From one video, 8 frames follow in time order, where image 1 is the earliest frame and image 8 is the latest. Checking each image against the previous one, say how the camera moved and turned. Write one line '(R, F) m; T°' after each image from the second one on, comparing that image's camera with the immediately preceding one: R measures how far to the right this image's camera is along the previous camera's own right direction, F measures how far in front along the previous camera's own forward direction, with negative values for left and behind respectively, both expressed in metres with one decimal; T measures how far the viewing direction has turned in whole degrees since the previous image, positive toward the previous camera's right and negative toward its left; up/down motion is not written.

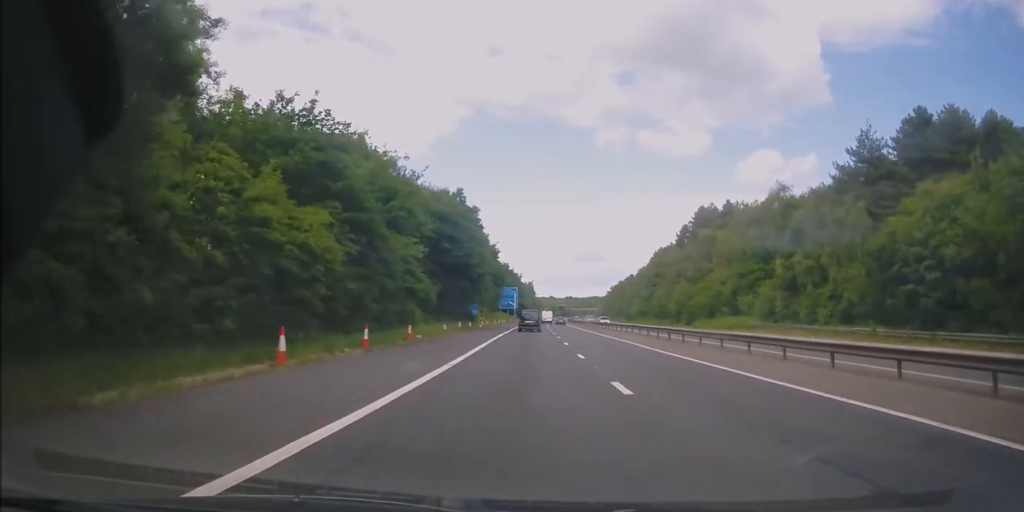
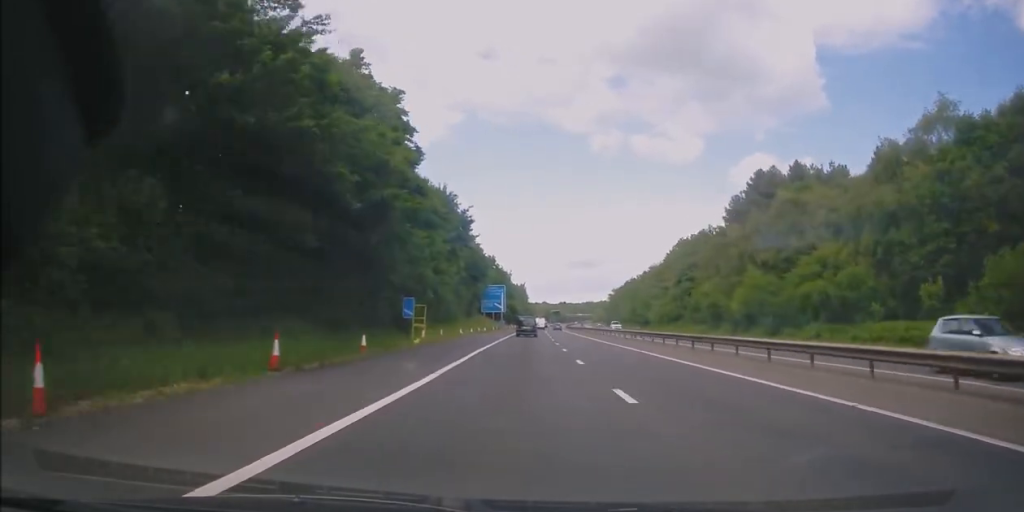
(+0.1, +37.4) m; 0°
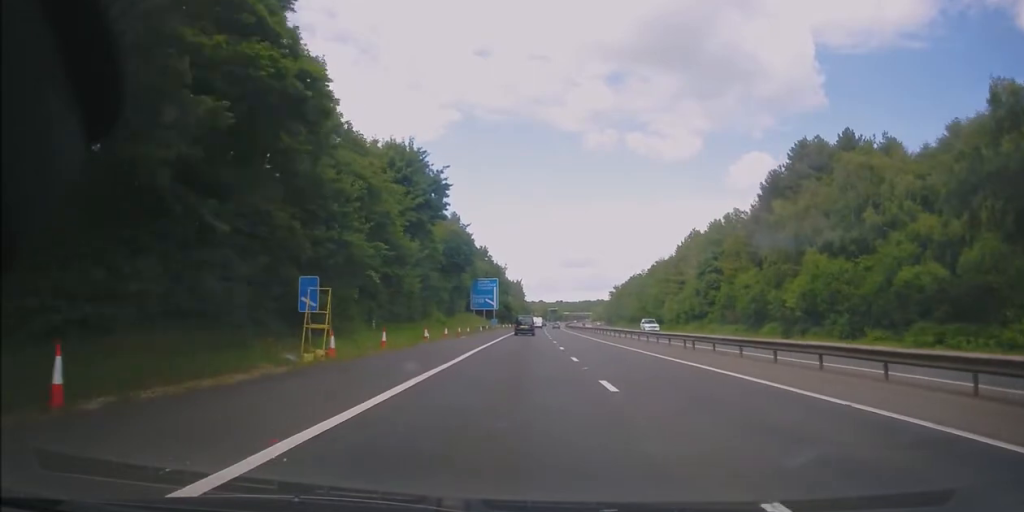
(-0.2, +16.6) m; 0°
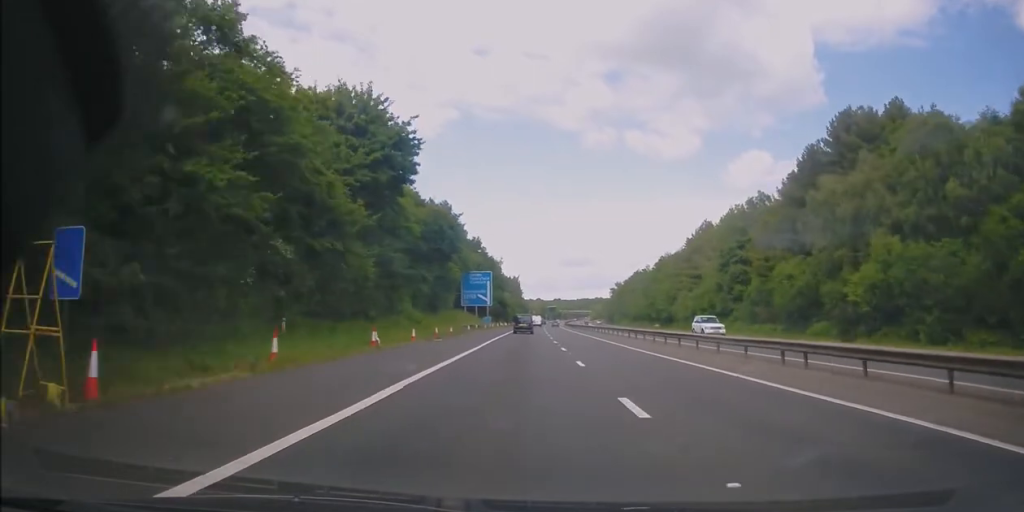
(0.0, +12.1) m; 0°
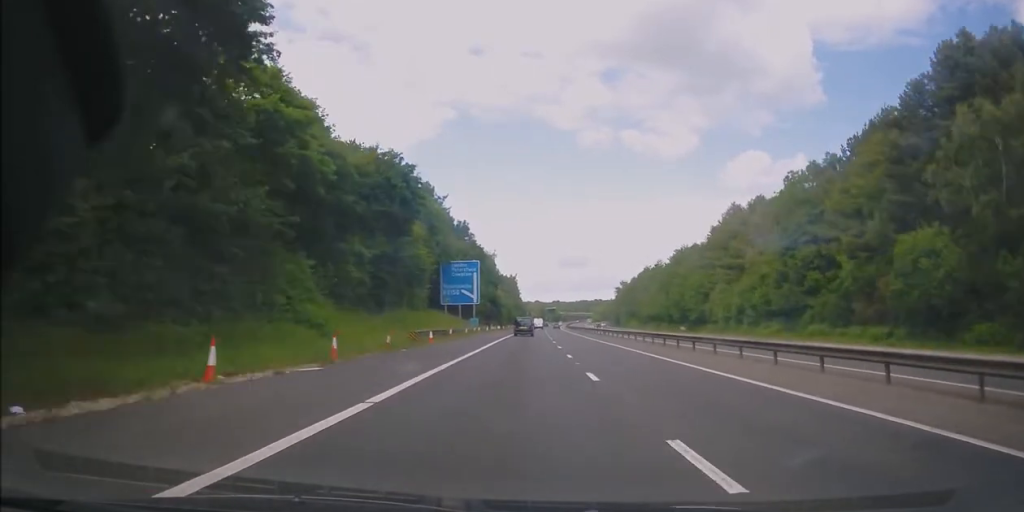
(+0.2, +21.9) m; 0°
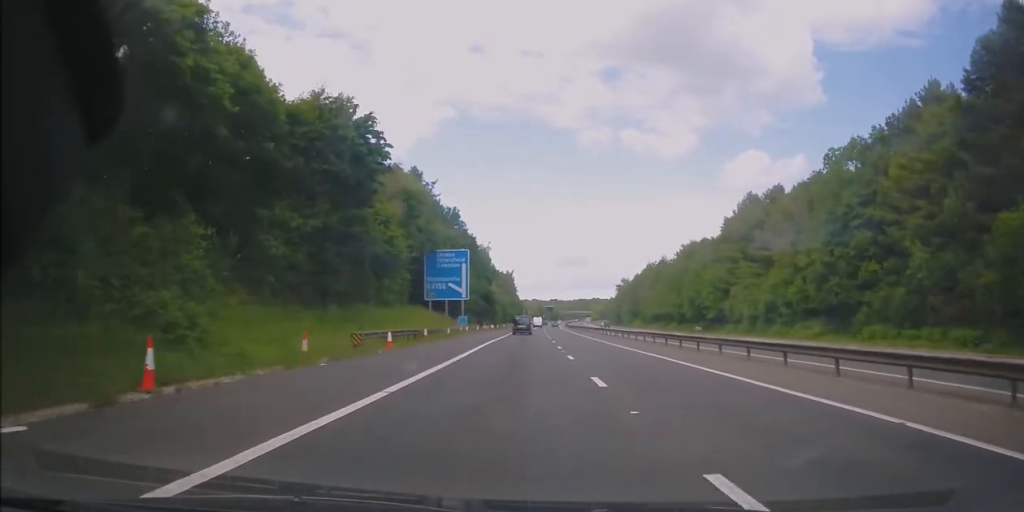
(-0.2, +10.5) m; 0°
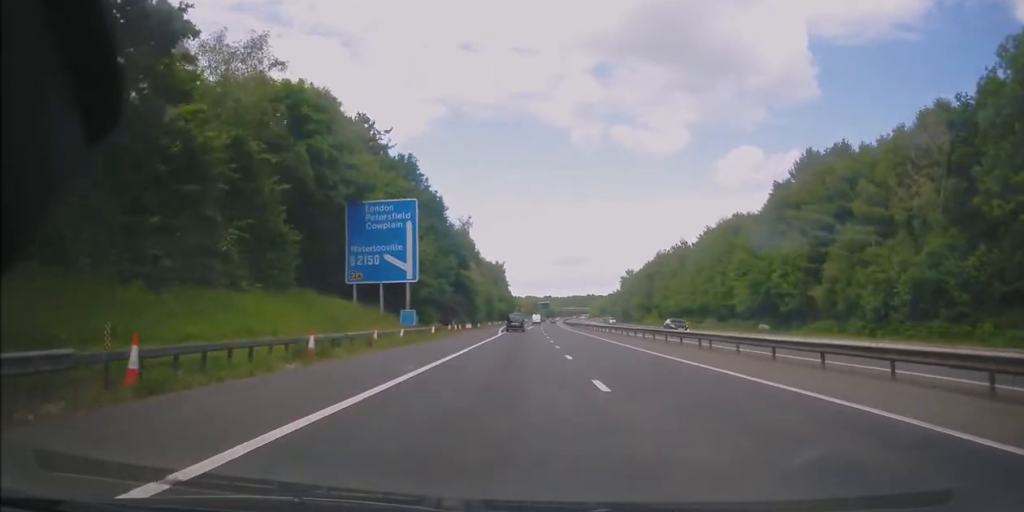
(+0.3, +28.2) m; +2°
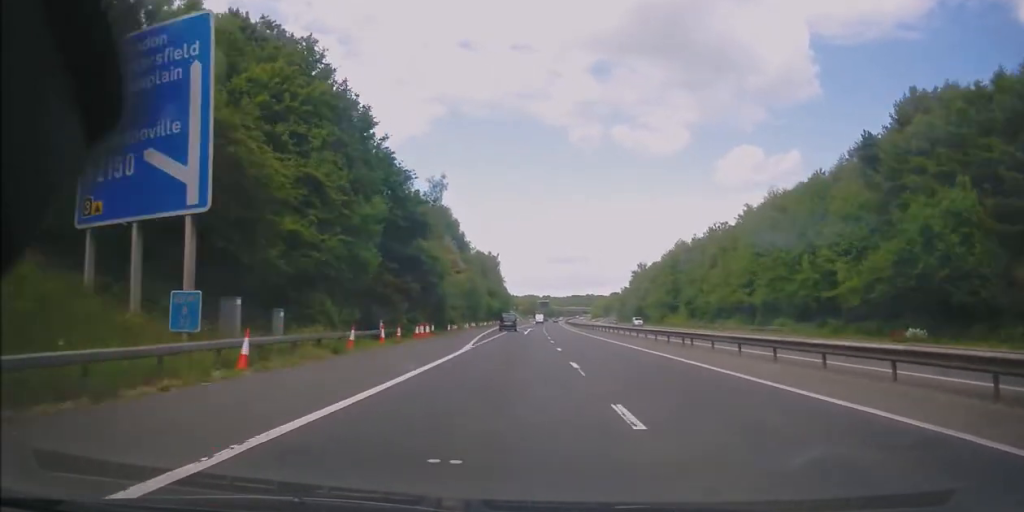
(+0.3, +27.1) m; 0°
